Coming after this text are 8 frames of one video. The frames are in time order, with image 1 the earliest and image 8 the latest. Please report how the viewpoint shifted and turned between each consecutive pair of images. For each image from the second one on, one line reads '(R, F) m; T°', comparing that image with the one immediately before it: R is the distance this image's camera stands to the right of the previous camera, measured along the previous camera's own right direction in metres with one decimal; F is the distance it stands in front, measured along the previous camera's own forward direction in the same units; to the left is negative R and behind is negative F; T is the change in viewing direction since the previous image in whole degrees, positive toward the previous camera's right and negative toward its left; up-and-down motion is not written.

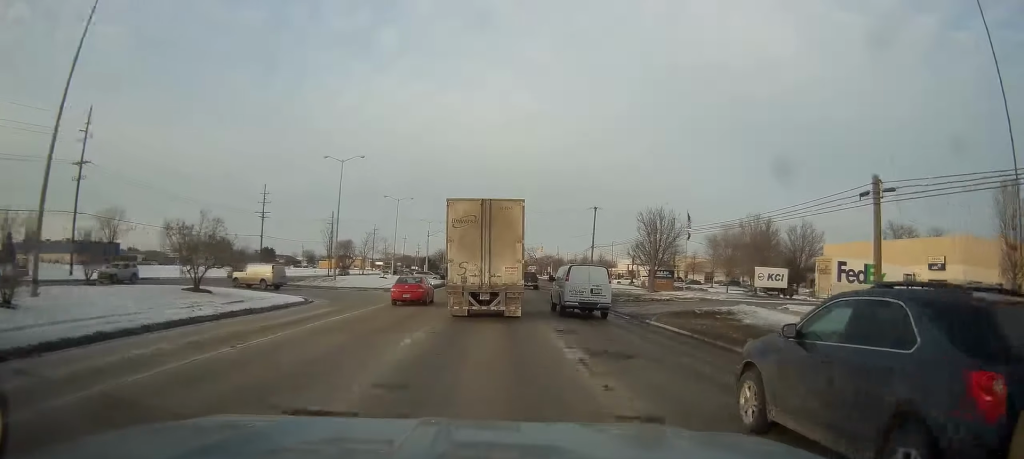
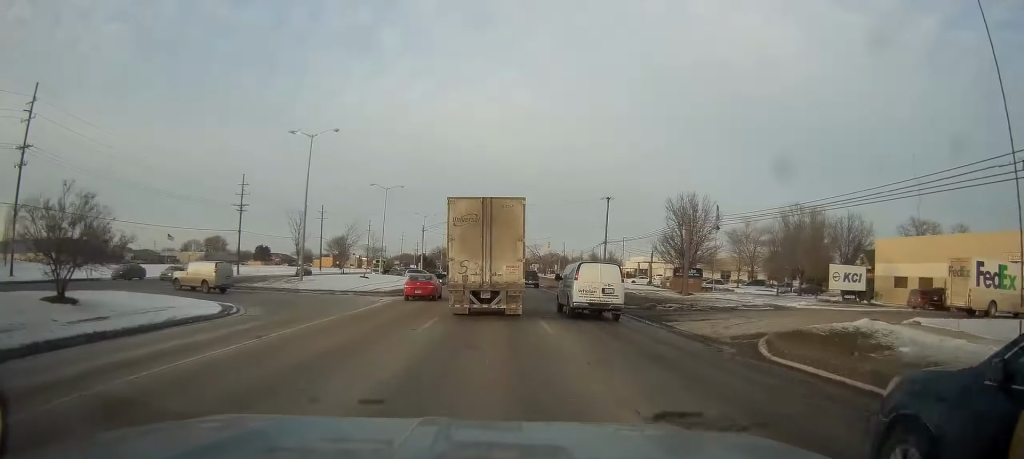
(-0.5, +10.8) m; 0°
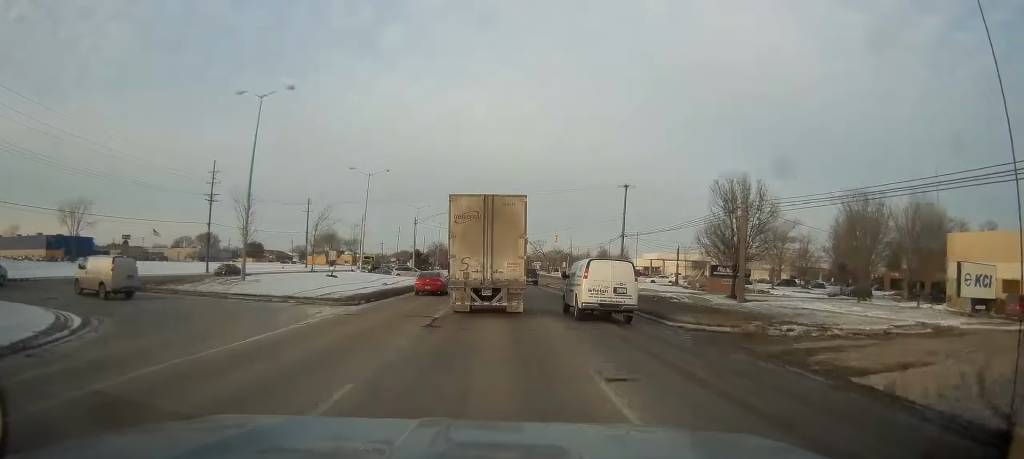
(+0.5, +12.1) m; +2°
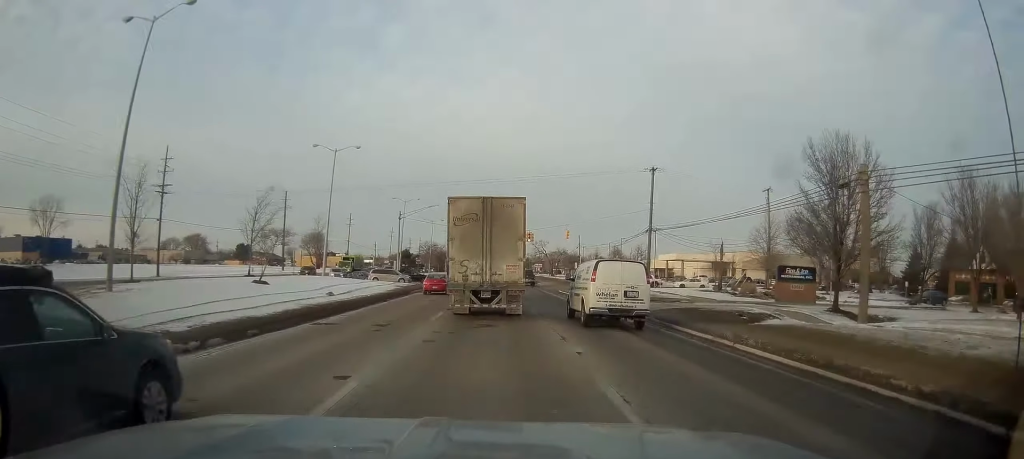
(+0.2, +14.9) m; -1°
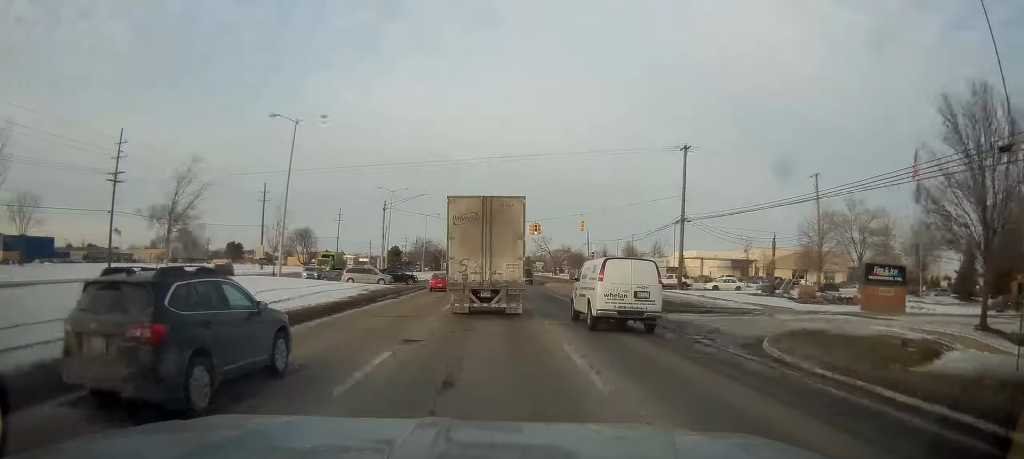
(-0.2, +11.8) m; -1°
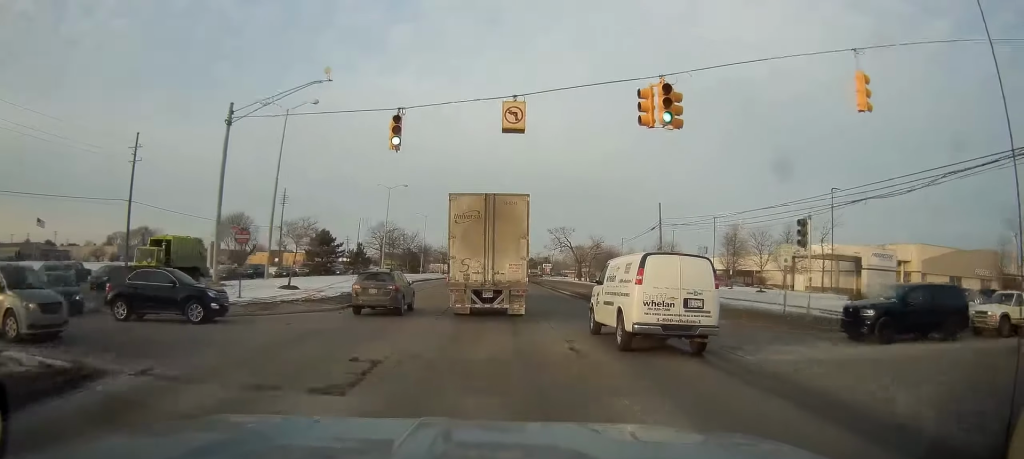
(-0.3, +46.1) m; 0°
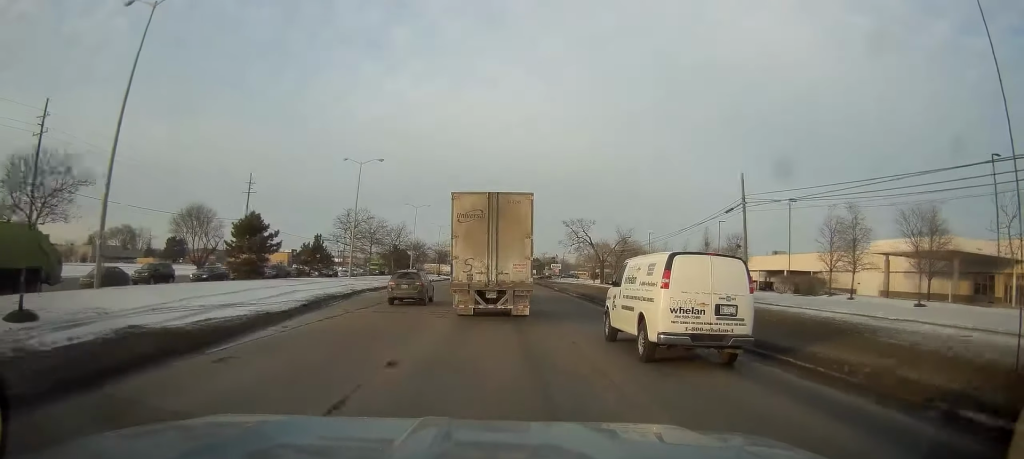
(+0.3, +19.9) m; -1°
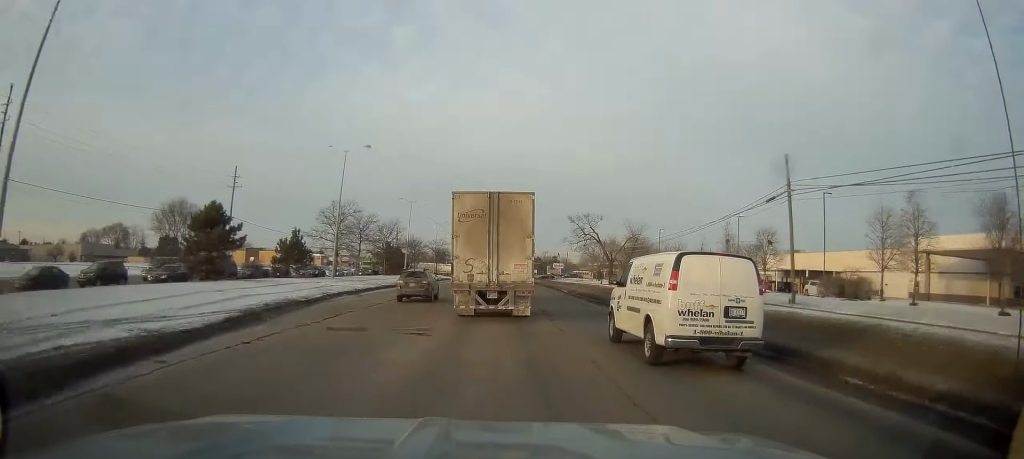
(-0.2, +6.7) m; -1°
